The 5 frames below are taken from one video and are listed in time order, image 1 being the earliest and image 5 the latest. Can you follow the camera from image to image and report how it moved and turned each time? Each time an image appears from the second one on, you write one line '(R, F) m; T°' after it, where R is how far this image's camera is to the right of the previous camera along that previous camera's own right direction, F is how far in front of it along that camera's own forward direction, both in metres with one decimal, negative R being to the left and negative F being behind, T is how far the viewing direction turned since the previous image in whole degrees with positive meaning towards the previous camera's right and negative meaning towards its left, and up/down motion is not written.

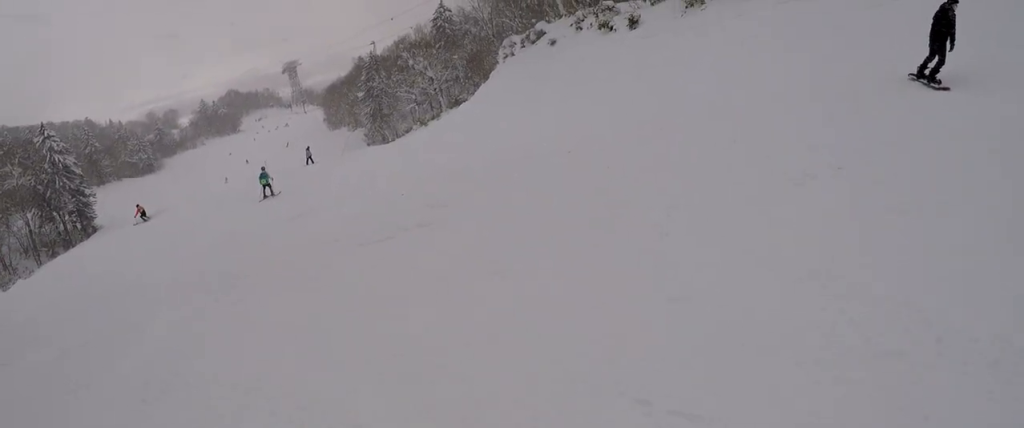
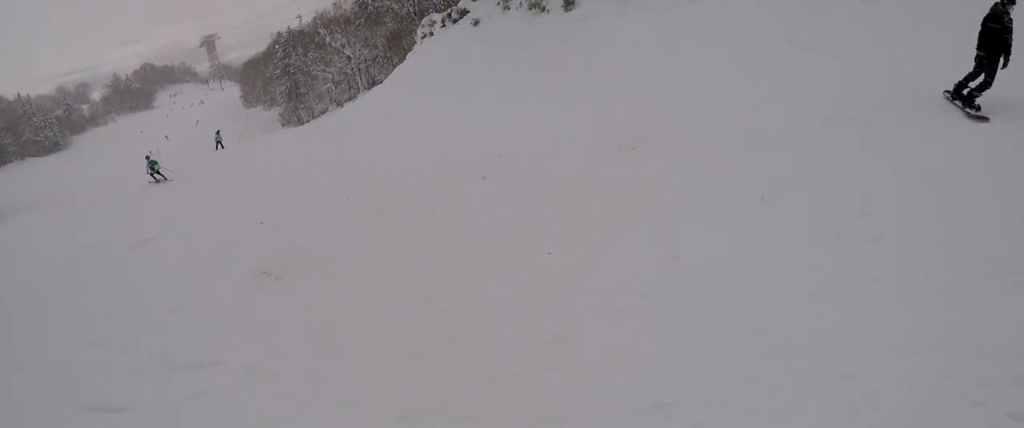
(+0.9, +4.1) m; +13°
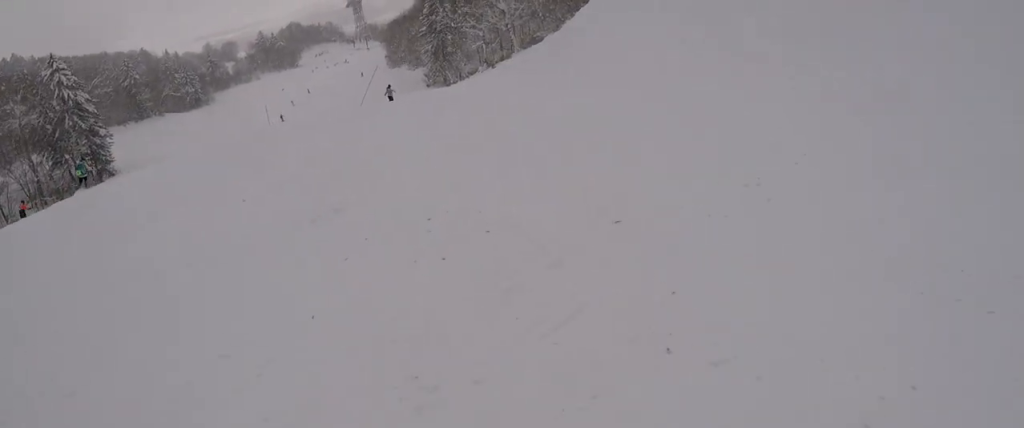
(-2.8, +10.3) m; -25°
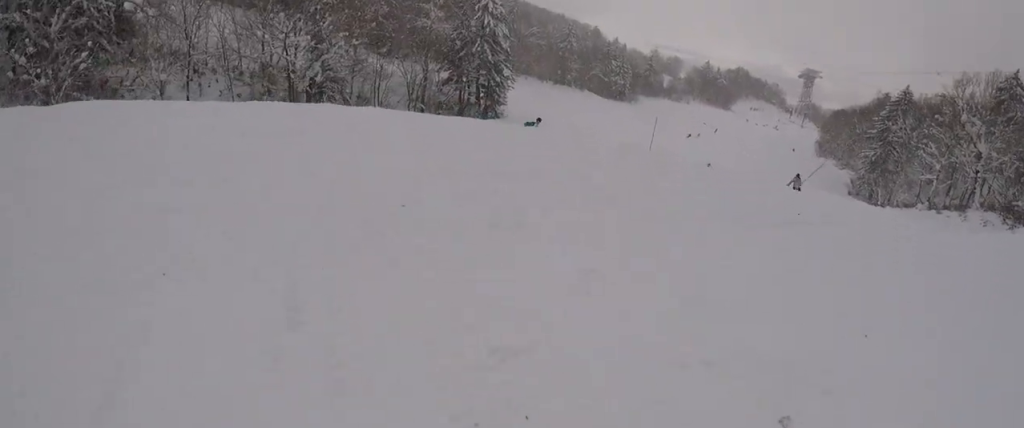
(-1.2, +12.3) m; -20°
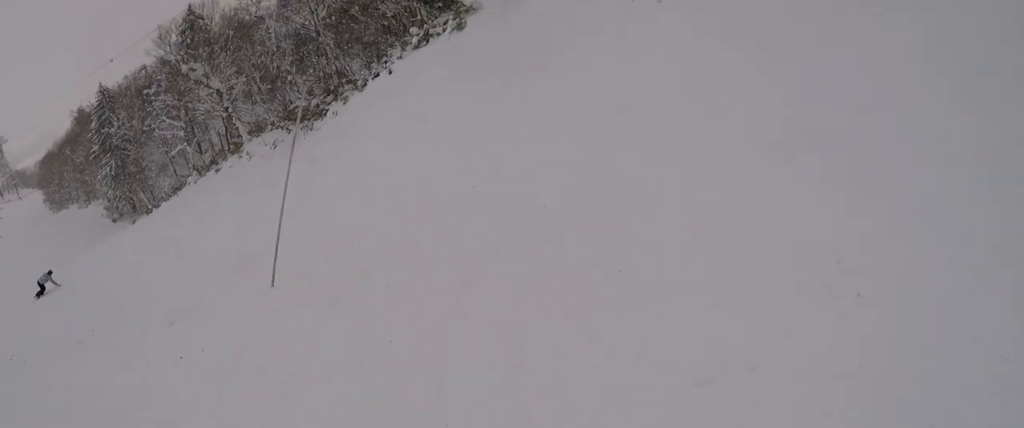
(+1.7, +10.2) m; +38°
